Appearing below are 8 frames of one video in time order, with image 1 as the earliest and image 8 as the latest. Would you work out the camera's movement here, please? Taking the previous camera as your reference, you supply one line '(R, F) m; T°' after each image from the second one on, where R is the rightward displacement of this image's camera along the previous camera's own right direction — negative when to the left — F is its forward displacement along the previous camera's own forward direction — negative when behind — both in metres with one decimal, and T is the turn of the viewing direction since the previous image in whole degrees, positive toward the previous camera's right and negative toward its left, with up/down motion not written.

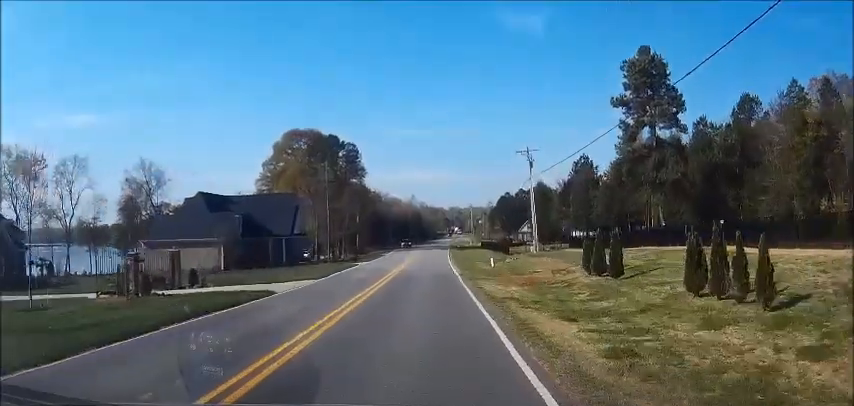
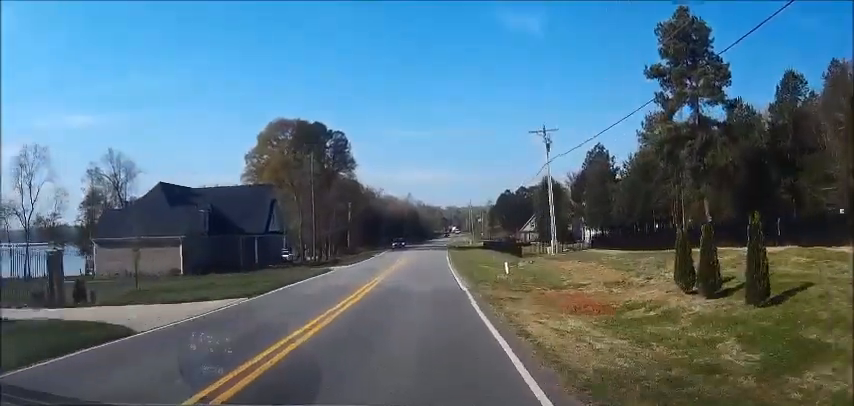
(0.0, +10.6) m; 0°
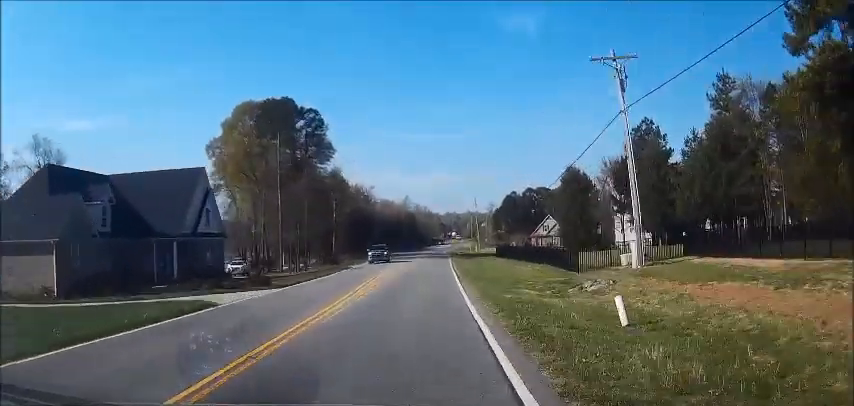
(0.0, +21.0) m; 0°
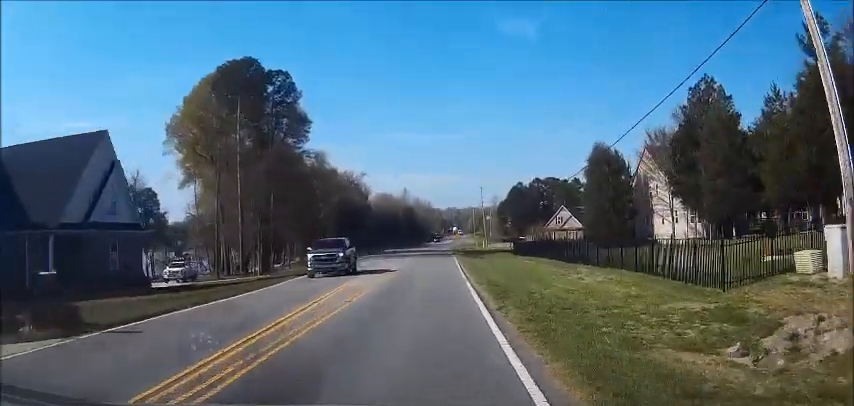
(+0.1, +16.3) m; 0°
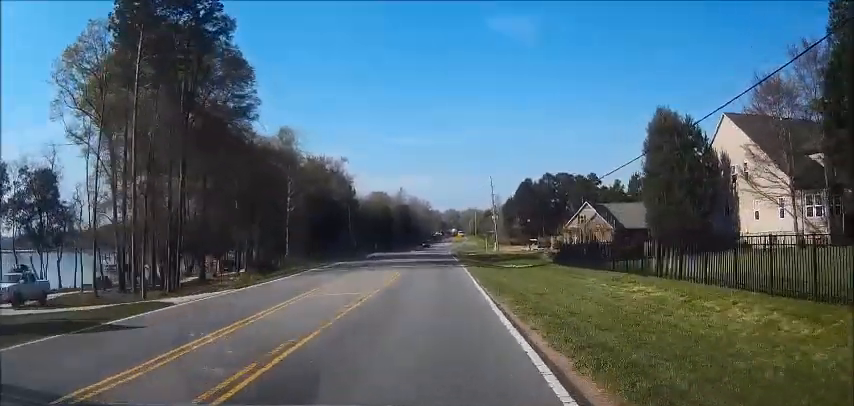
(0.0, +22.6) m; 0°
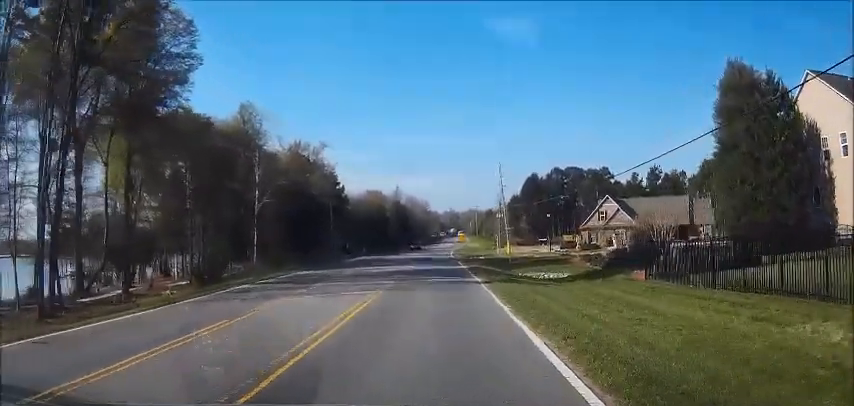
(0.0, +15.0) m; 0°
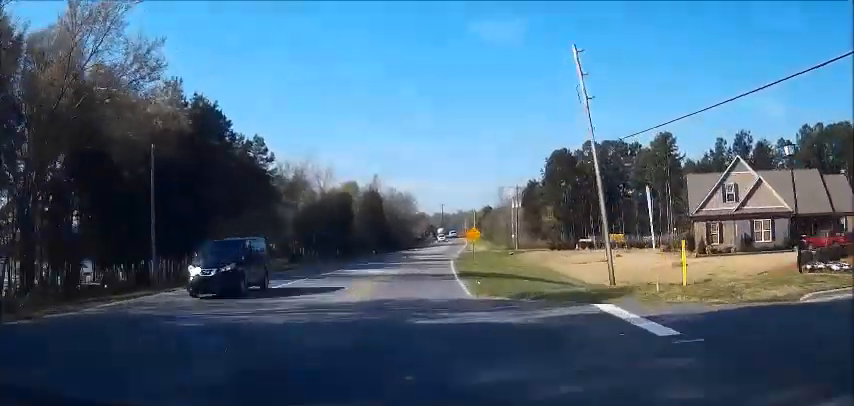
(+0.4, +47.4) m; +1°
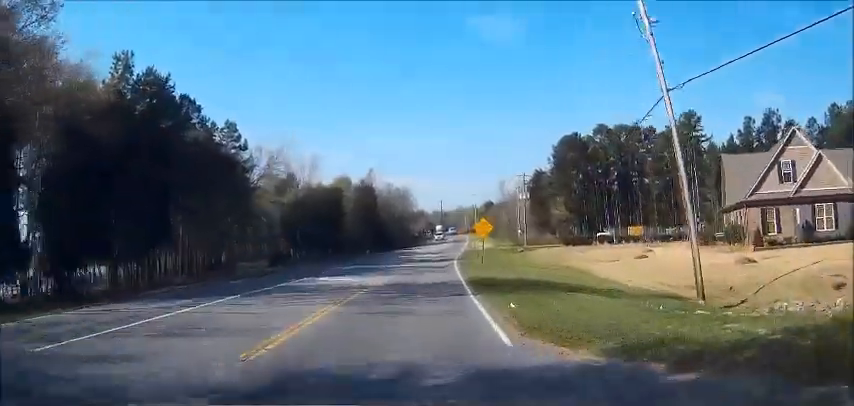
(0.0, +10.2) m; 0°
